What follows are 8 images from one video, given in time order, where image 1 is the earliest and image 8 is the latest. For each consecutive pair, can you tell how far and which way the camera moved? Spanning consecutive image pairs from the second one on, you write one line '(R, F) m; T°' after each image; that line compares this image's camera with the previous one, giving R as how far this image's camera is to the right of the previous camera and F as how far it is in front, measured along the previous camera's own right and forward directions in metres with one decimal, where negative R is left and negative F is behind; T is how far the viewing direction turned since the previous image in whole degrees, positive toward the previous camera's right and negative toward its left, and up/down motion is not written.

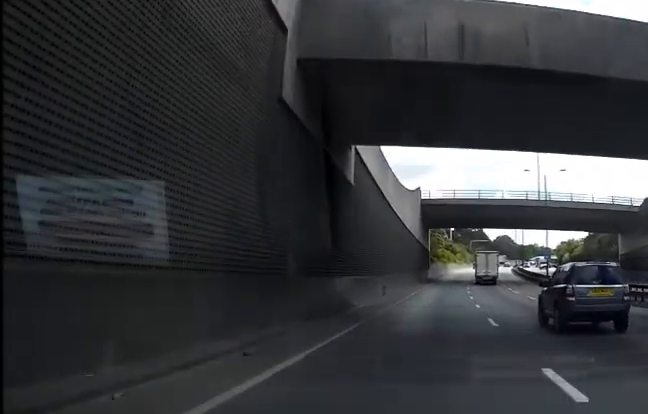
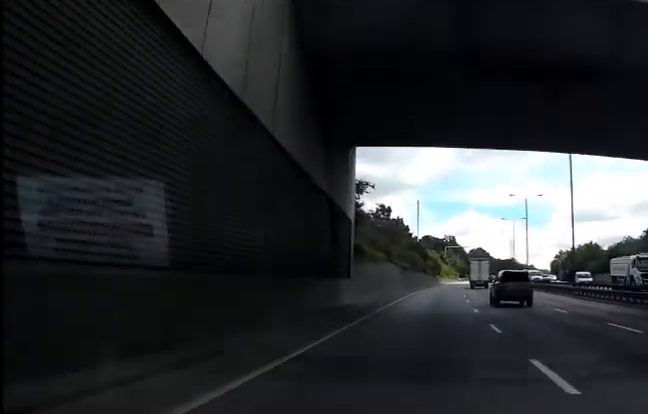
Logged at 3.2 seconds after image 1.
(+3.0, +54.0) m; +8°
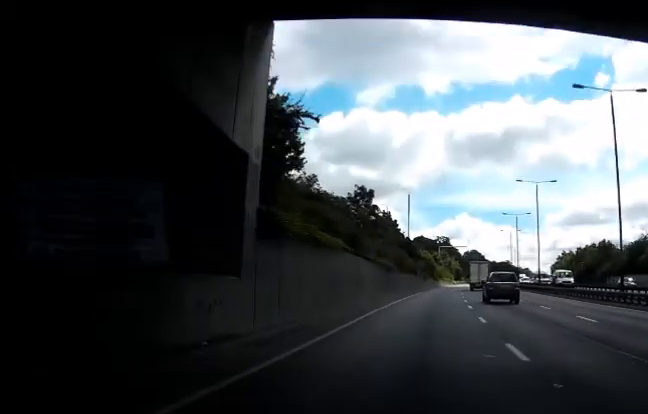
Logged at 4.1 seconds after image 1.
(+0.1, +13.8) m; 0°
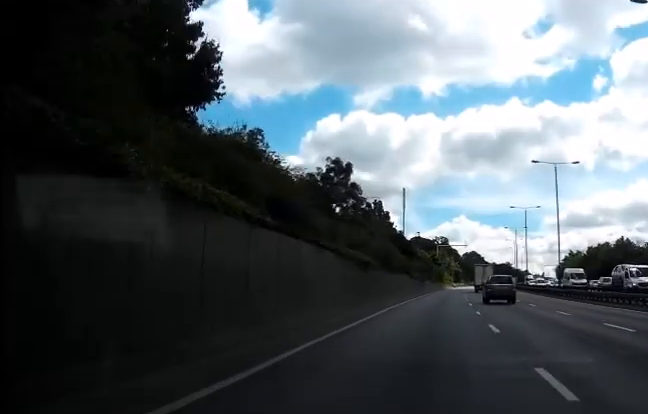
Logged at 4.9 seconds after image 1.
(0.0, +11.9) m; 0°
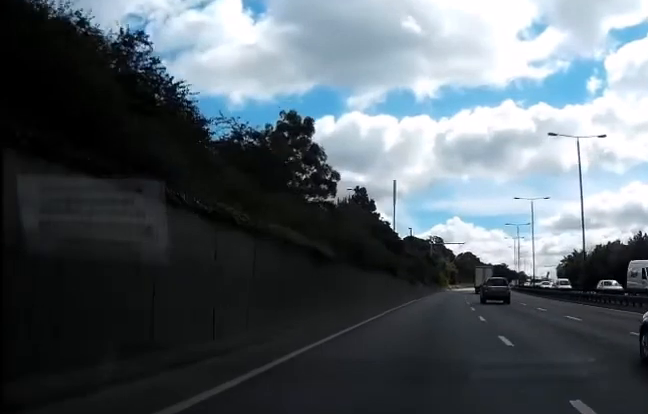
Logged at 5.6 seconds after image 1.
(0.0, +11.2) m; 0°
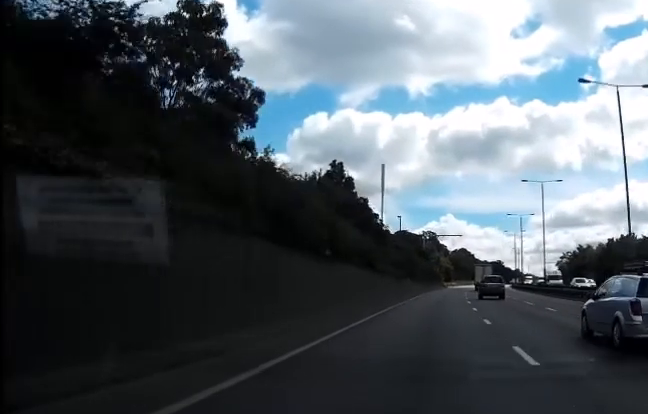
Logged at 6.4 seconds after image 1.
(0.0, +11.9) m; 0°
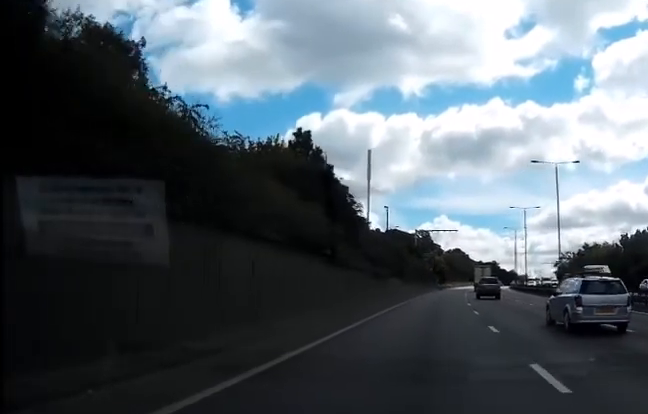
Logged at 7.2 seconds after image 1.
(0.0, +11.2) m; 0°
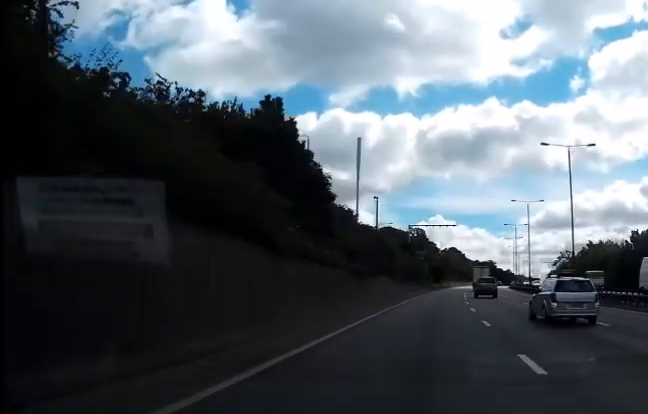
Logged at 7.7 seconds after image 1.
(0.0, +7.2) m; 0°
